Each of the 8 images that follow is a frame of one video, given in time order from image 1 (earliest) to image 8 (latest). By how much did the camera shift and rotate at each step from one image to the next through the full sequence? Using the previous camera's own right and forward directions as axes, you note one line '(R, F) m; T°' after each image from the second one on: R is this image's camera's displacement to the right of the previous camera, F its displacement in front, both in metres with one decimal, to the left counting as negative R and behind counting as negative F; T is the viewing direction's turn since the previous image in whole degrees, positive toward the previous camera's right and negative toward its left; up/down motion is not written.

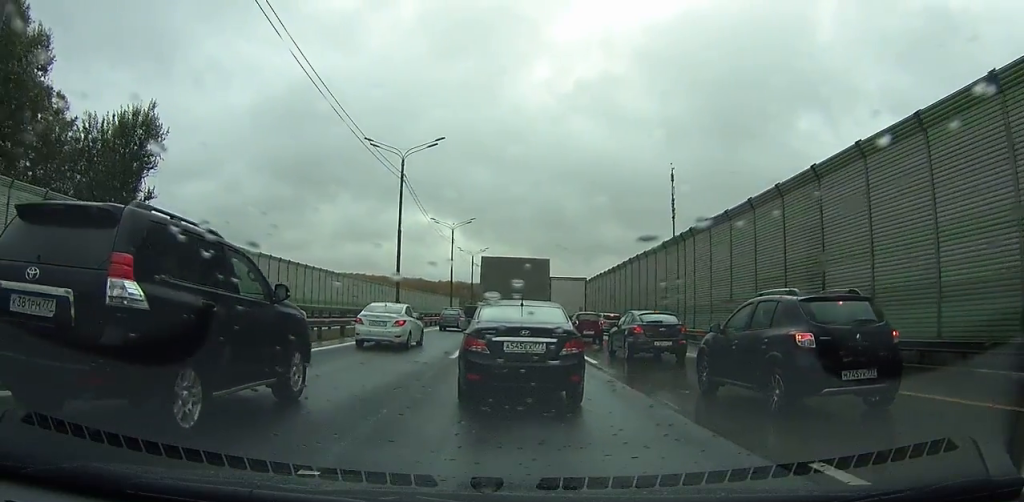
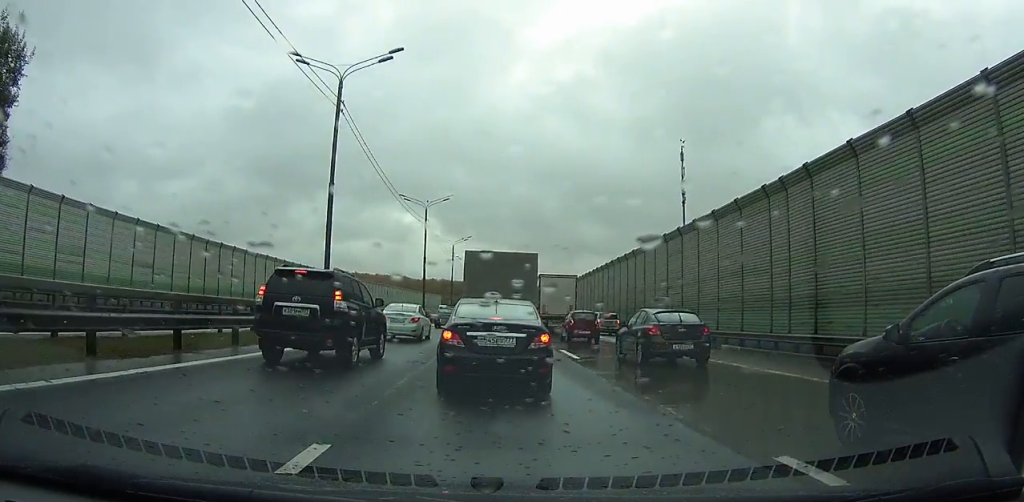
(0.0, +14.3) m; 0°
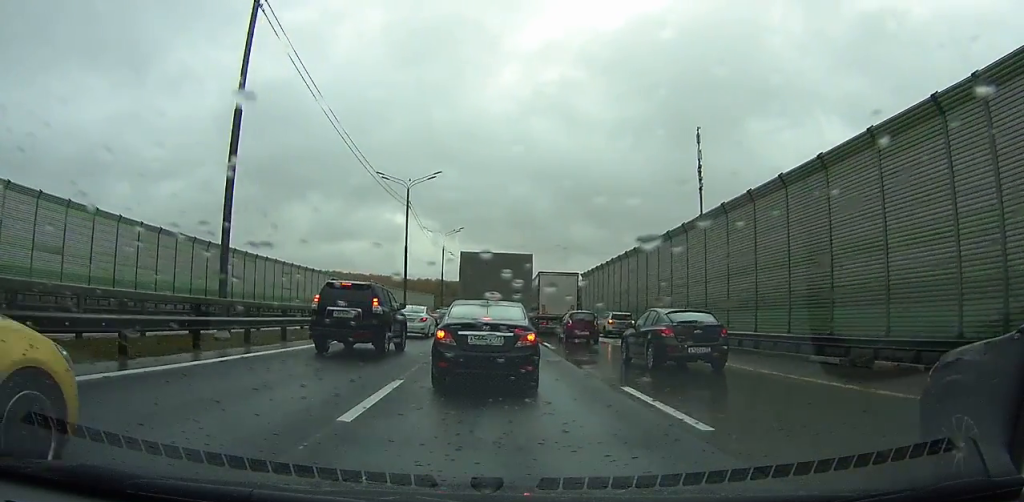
(+0.1, +11.1) m; -1°
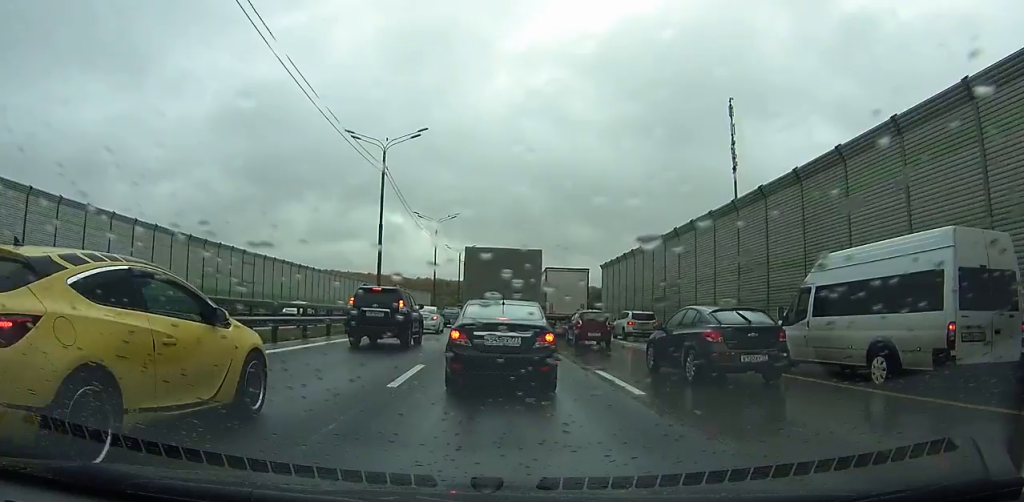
(-0.2, +12.5) m; -1°
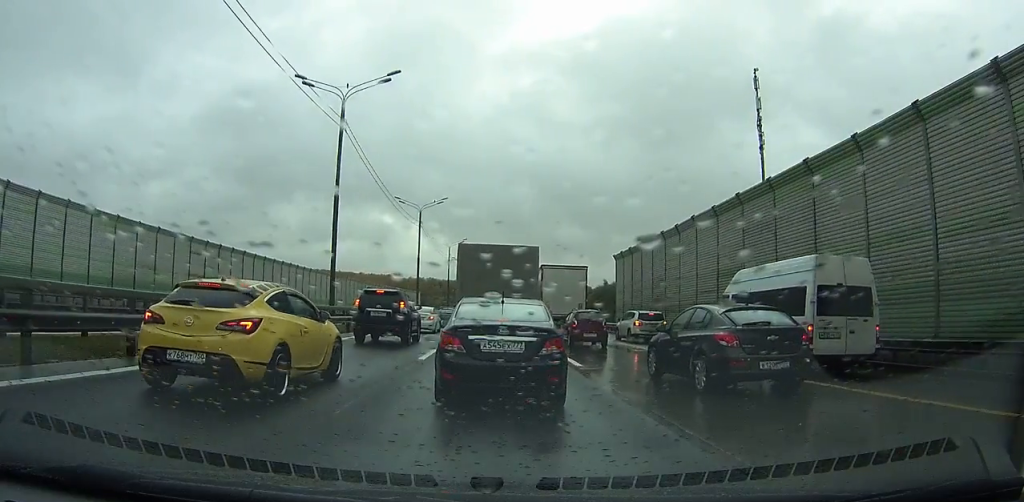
(0.0, +9.8) m; +1°
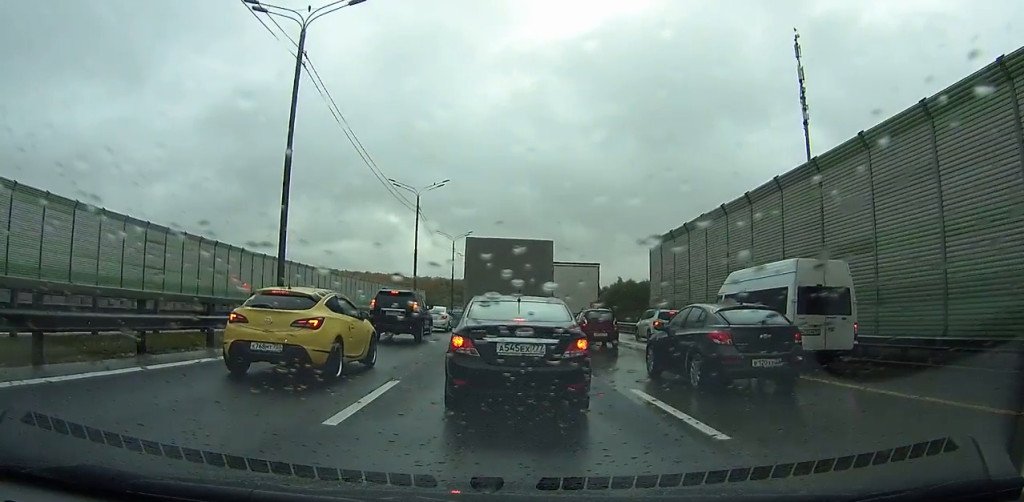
(+0.1, +8.6) m; 0°
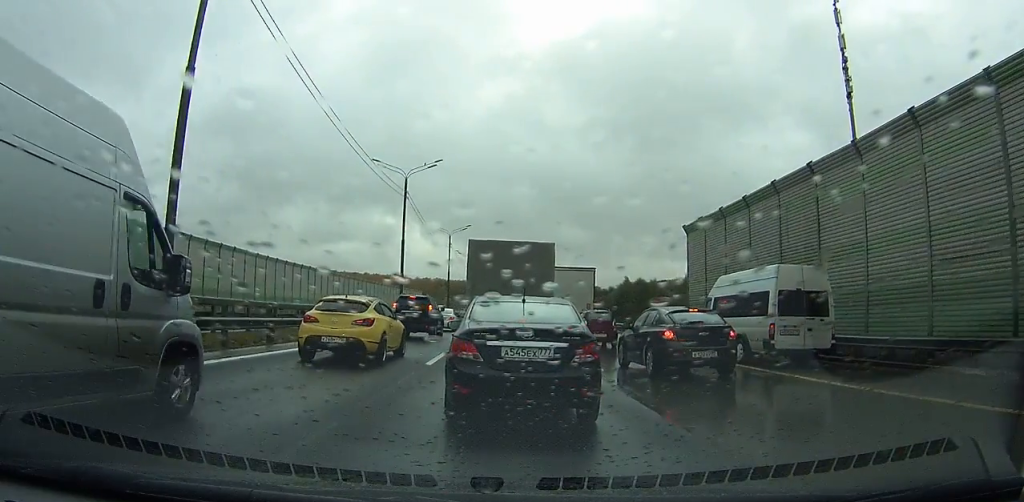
(-0.1, +8.7) m; -1°
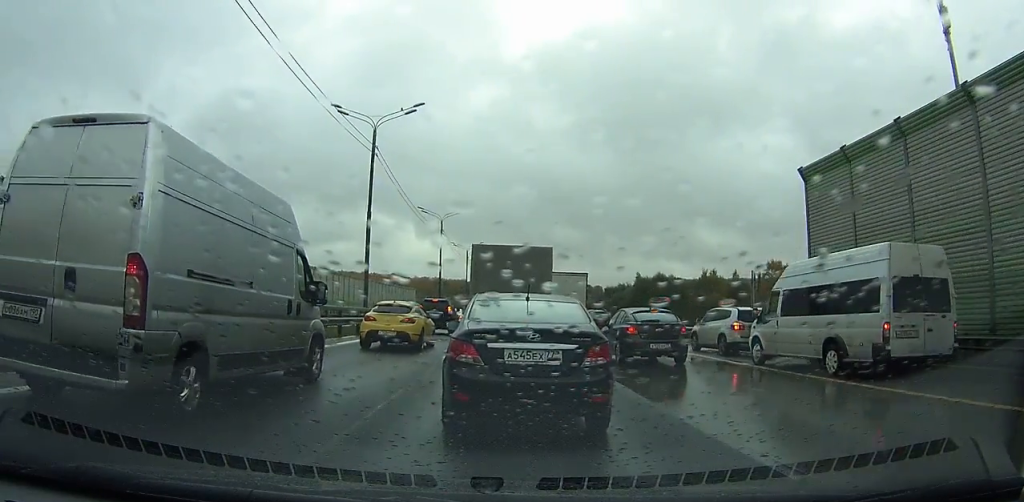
(-0.1, +13.6) m; 0°
